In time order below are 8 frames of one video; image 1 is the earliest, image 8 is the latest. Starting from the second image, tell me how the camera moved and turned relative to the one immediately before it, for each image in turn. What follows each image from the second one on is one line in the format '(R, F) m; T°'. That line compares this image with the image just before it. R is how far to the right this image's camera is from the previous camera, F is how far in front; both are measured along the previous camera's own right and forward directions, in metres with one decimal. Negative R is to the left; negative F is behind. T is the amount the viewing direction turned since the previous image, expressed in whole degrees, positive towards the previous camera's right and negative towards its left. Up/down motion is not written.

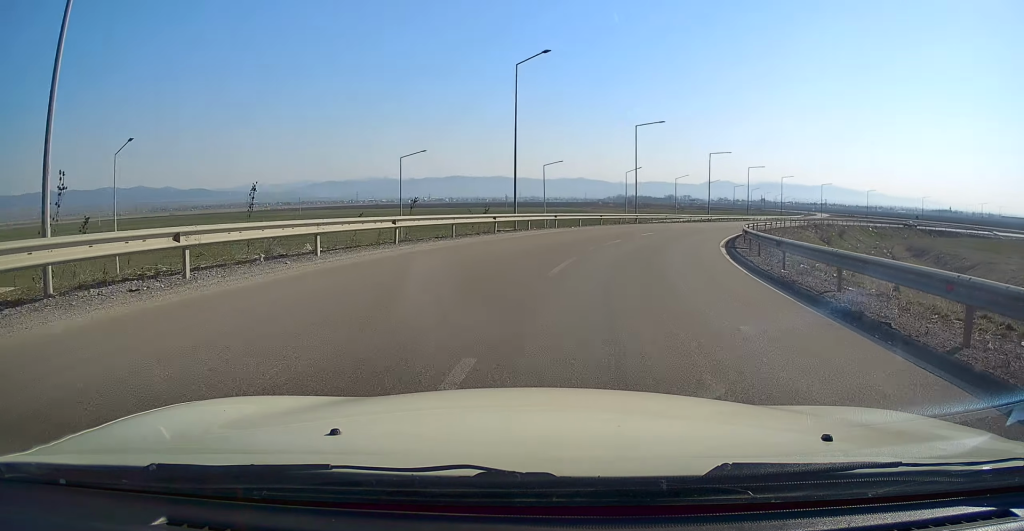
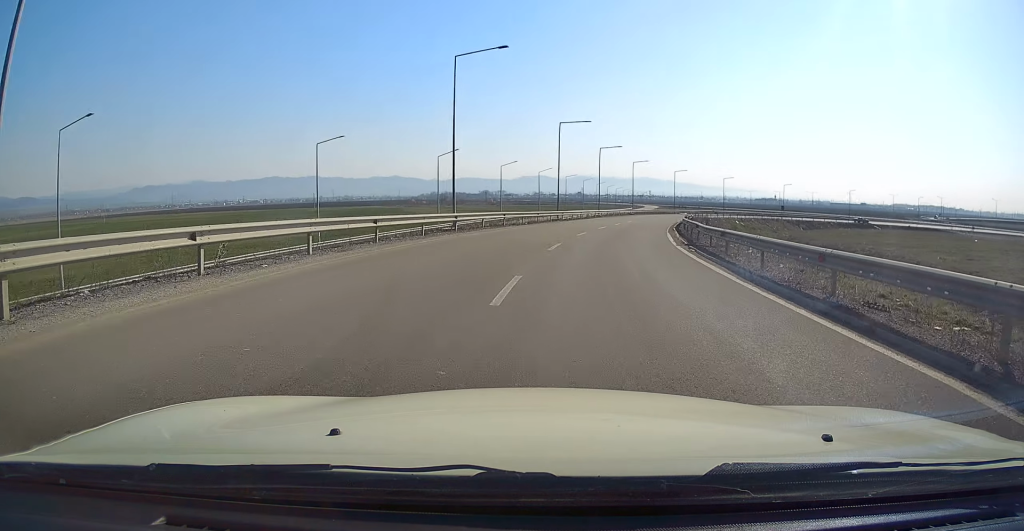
(+3.1, +23.1) m; +17°
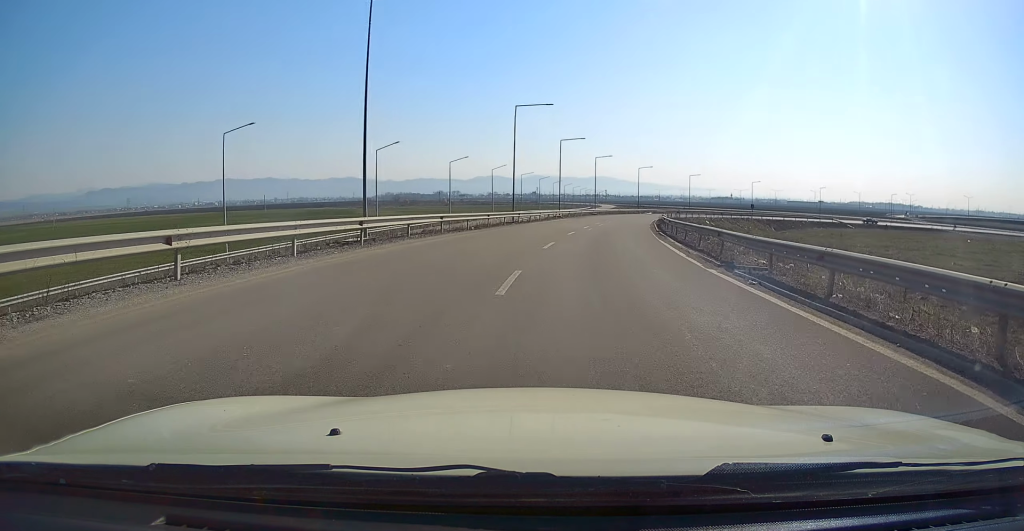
(+0.8, +8.6) m; +5°
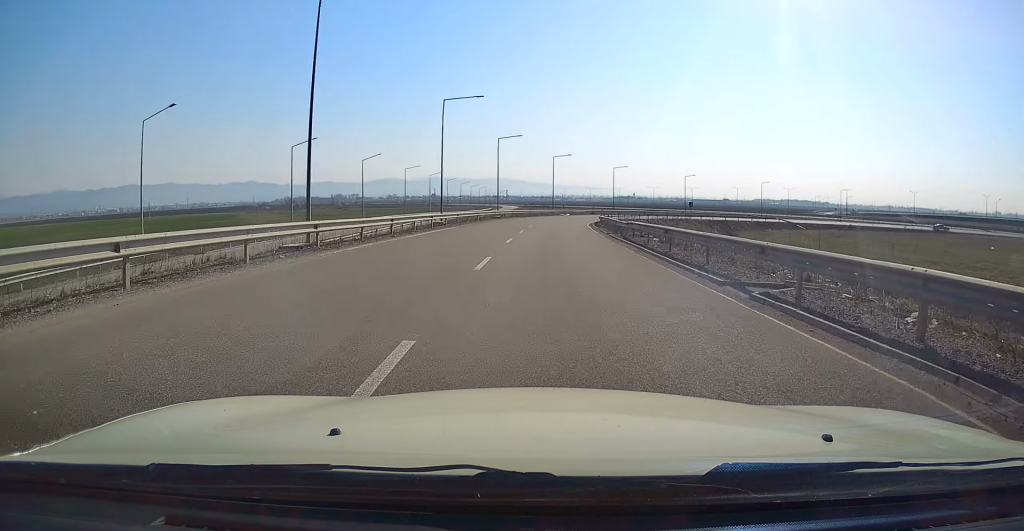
(+2.1, +24.5) m; +8°
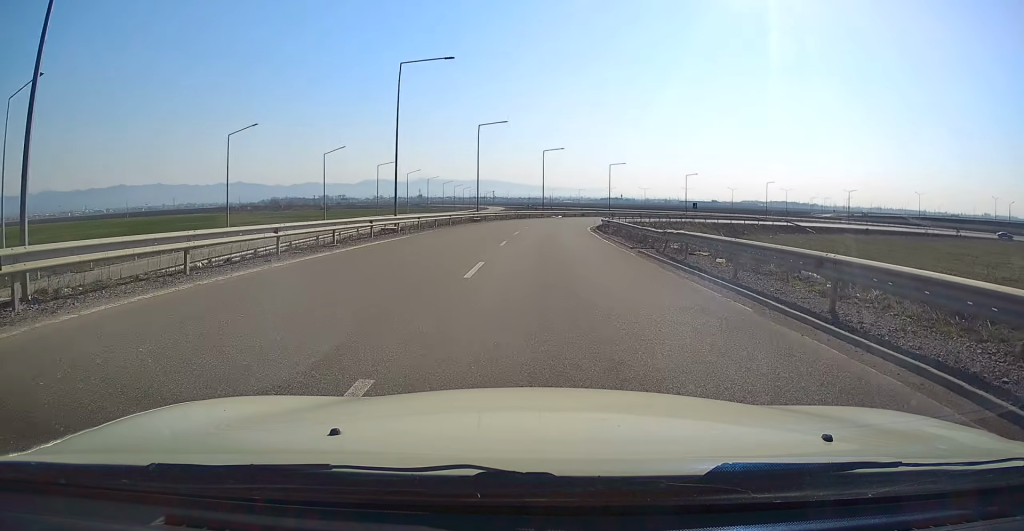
(+0.2, +10.2) m; +2°
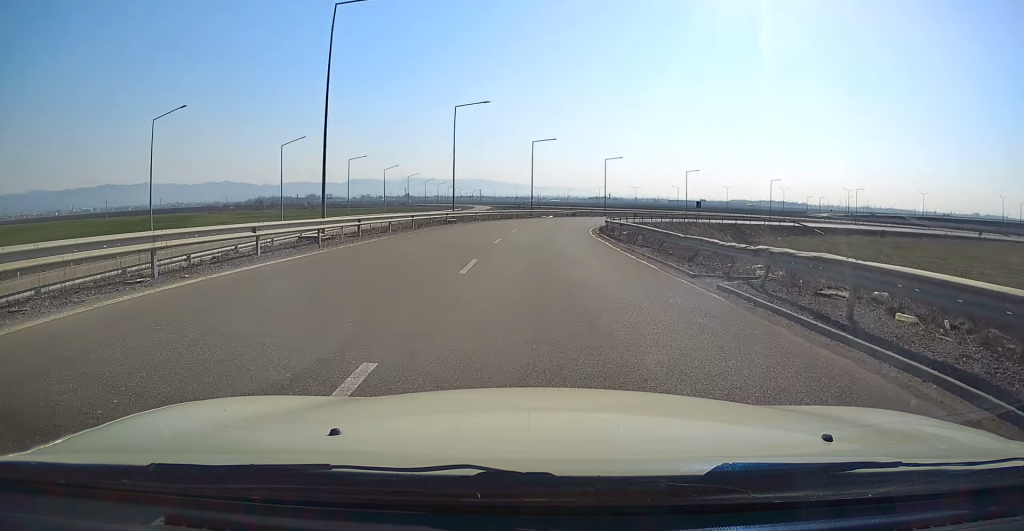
(+0.2, +8.6) m; +1°
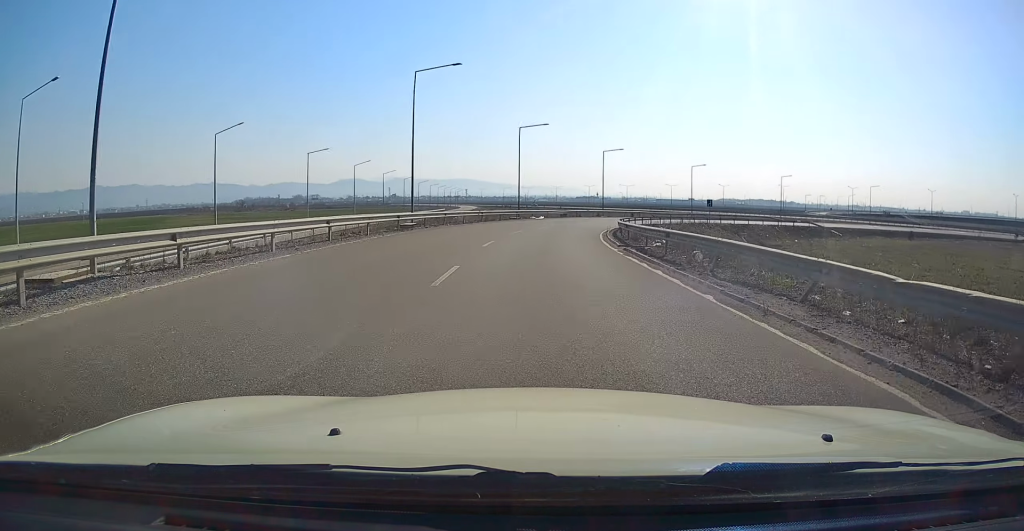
(+0.1, +10.9) m; +1°
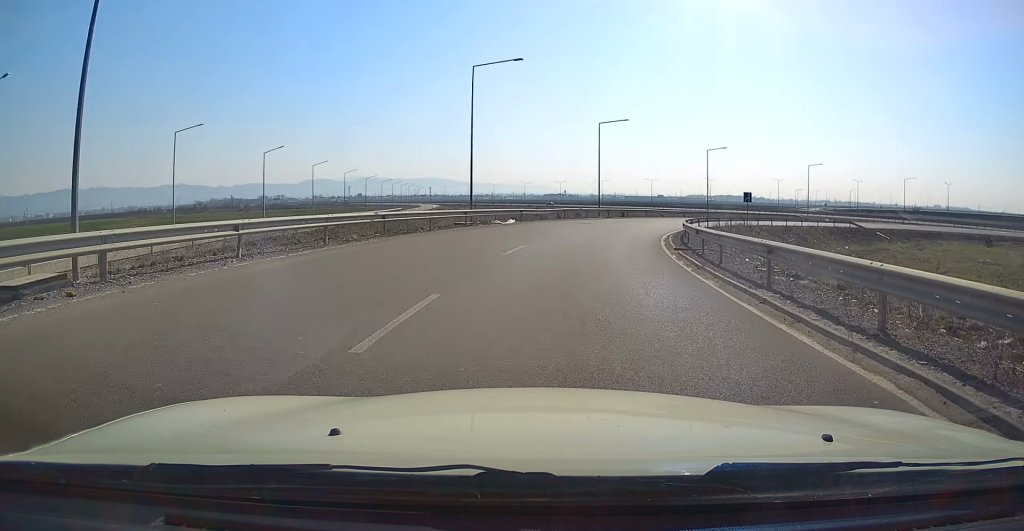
(+0.6, +23.0) m; +3°
